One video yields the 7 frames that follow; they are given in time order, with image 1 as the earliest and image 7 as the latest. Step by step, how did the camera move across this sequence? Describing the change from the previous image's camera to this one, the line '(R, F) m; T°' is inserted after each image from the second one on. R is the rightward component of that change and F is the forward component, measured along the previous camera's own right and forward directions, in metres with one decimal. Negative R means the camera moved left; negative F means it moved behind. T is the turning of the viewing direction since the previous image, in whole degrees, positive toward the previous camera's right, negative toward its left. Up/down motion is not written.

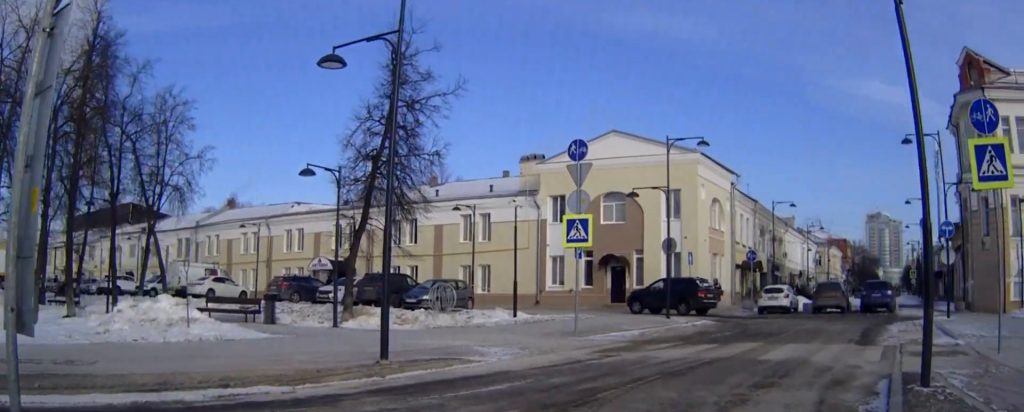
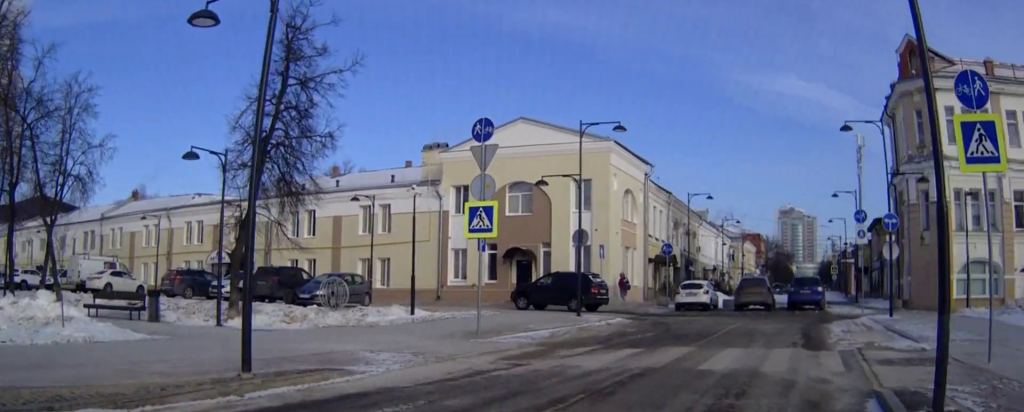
(0.0, +2.2) m; +7°
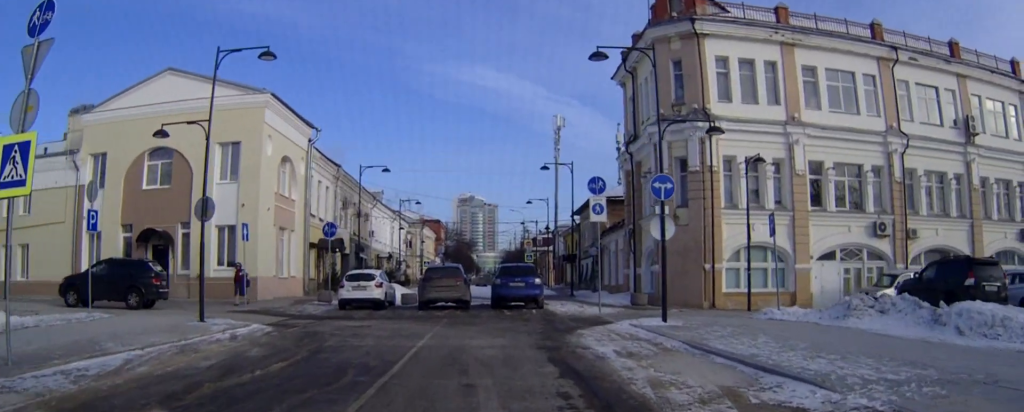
(+2.0, +7.9) m; +22°
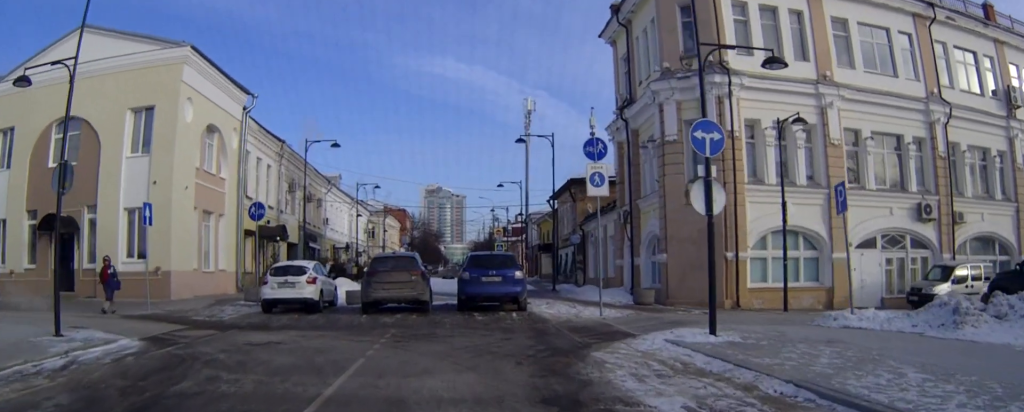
(+0.3, +6.3) m; +4°
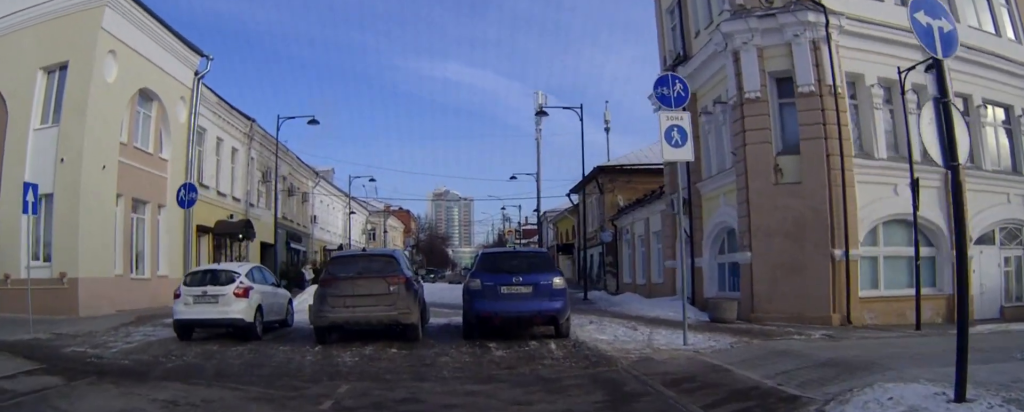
(+0.1, +7.4) m; -3°
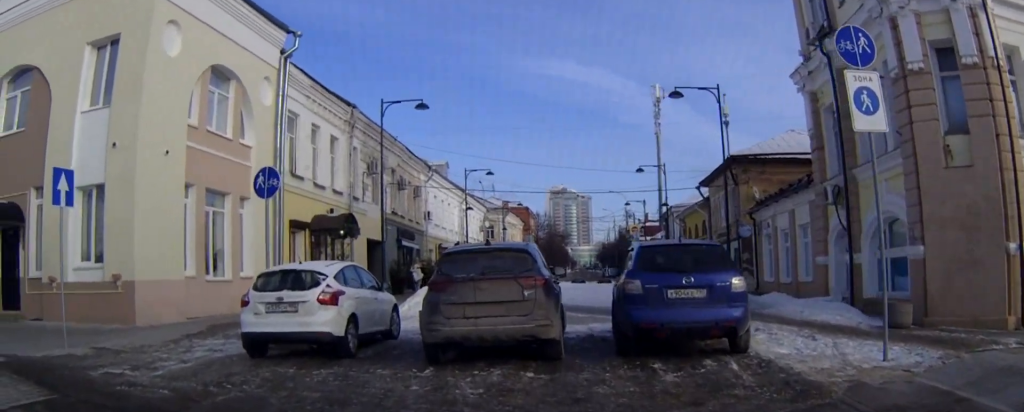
(-0.2, +3.0) m; -8°
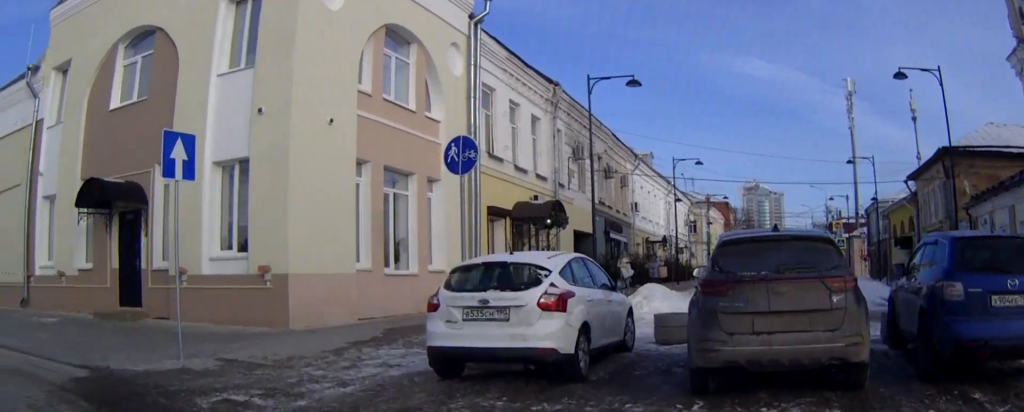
(-0.3, +3.1) m; -14°
